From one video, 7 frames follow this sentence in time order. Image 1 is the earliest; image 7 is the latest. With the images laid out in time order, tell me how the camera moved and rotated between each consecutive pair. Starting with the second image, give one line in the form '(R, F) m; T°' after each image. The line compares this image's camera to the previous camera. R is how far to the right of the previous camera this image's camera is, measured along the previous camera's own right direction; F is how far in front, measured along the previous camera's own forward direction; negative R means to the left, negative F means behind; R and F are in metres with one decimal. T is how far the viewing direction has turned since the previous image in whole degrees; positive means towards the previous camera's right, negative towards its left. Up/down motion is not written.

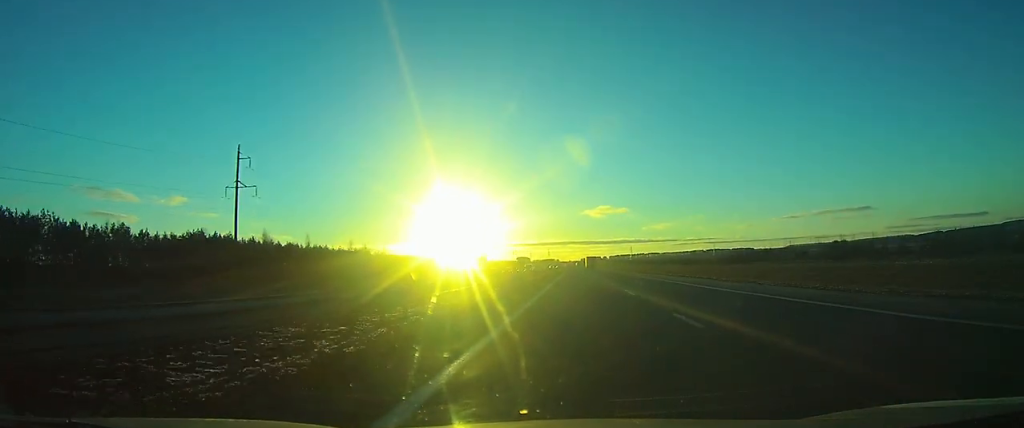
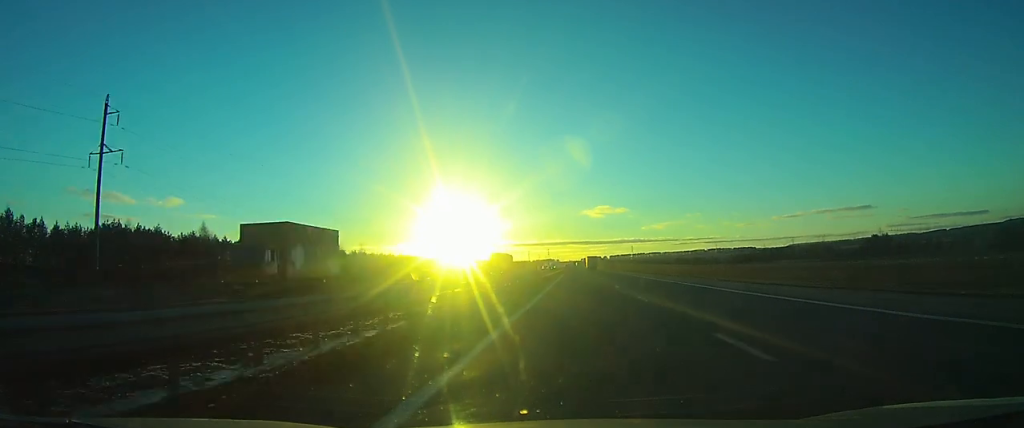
(0.0, +28.6) m; 0°
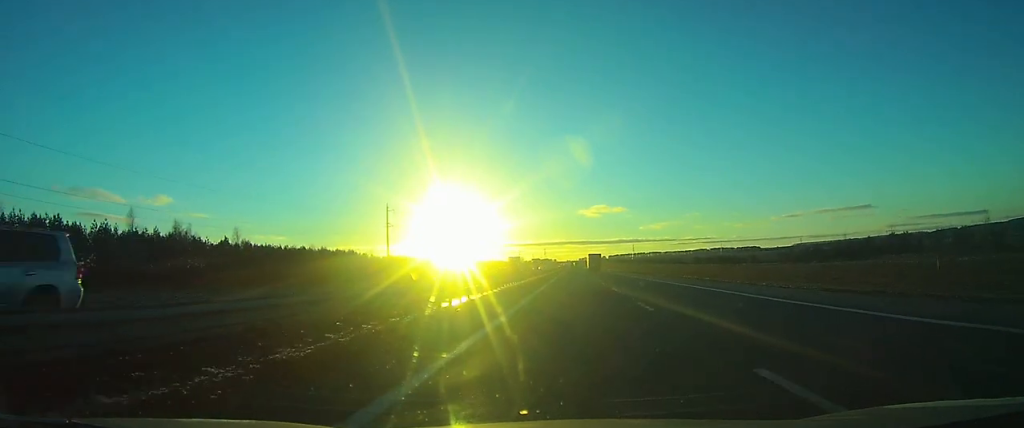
(+0.2, +87.7) m; 0°
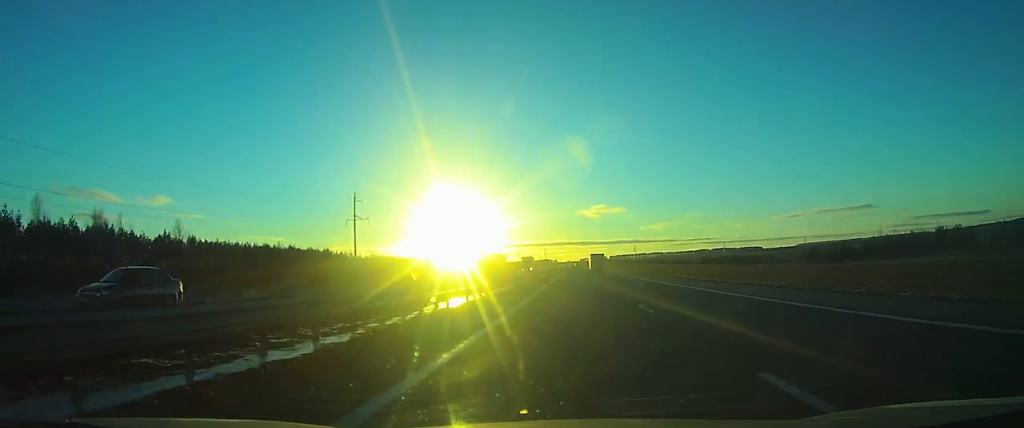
(0.0, +23.2) m; 0°
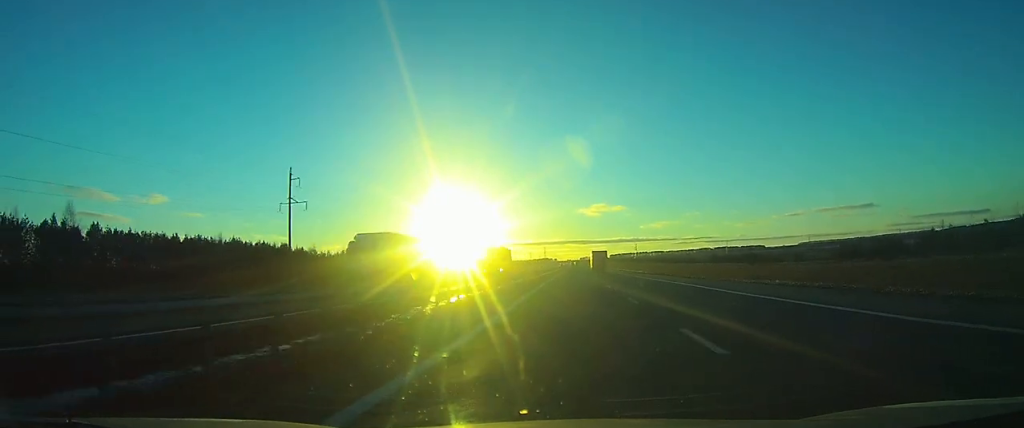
(0.0, +29.9) m; 0°
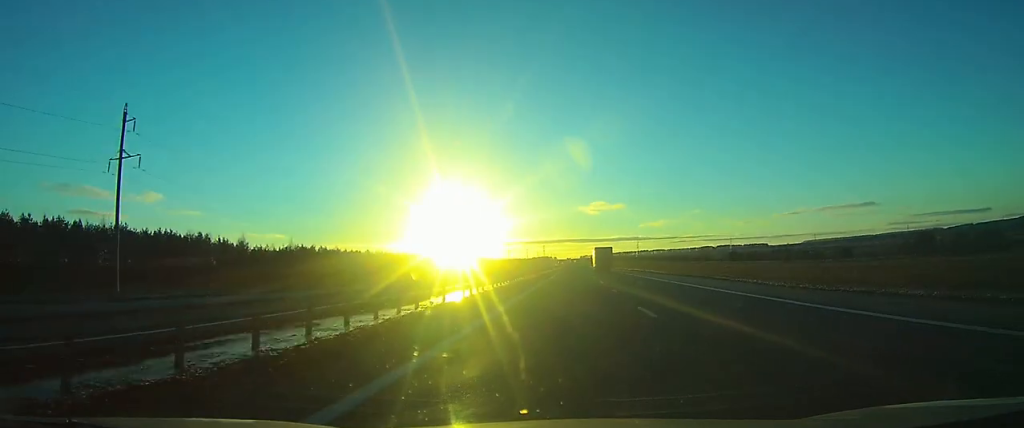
(-0.1, +40.2) m; 0°
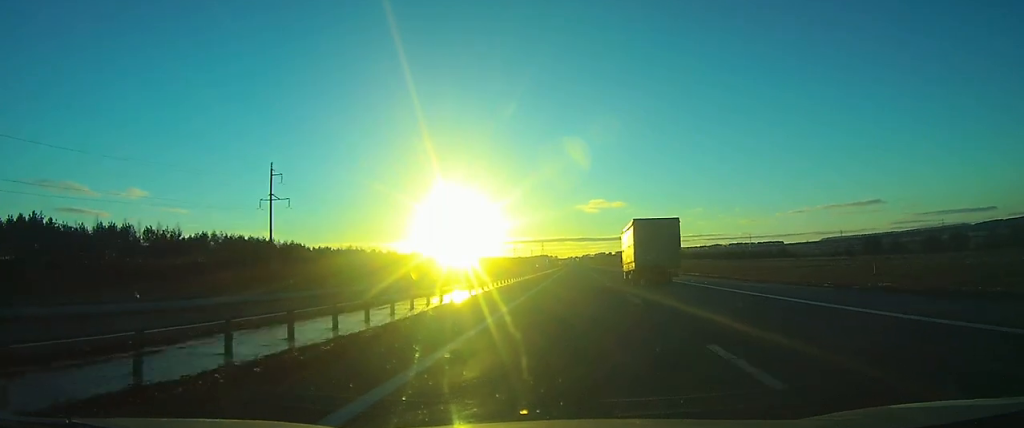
(-0.6, +164.6) m; 0°
